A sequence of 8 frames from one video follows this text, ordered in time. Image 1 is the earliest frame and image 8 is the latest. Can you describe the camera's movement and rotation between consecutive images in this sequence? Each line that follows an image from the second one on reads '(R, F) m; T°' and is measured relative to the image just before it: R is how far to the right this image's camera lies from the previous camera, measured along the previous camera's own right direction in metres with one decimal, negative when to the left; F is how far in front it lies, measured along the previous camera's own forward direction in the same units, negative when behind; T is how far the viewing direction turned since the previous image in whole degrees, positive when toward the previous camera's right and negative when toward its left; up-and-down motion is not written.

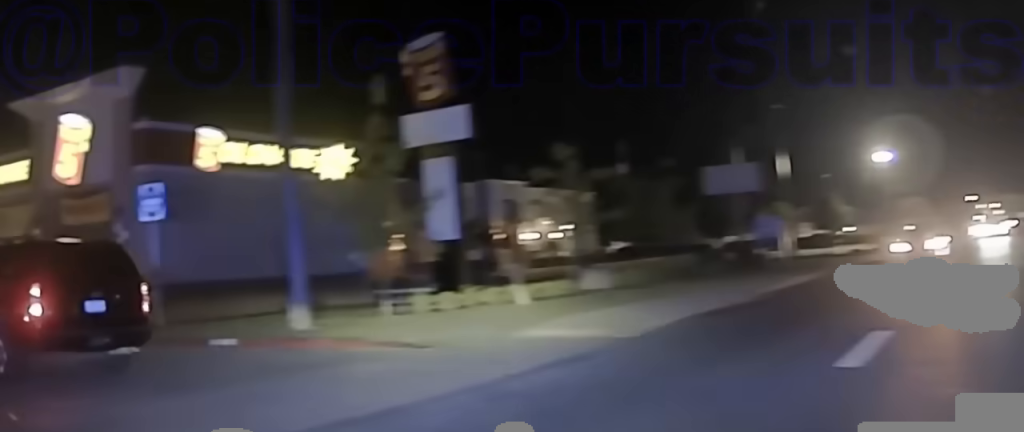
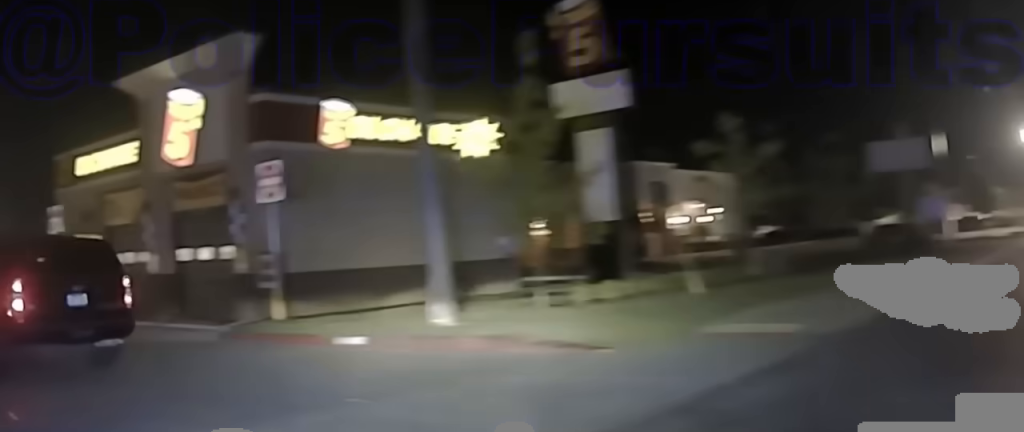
(0.0, +2.7) m; -10°
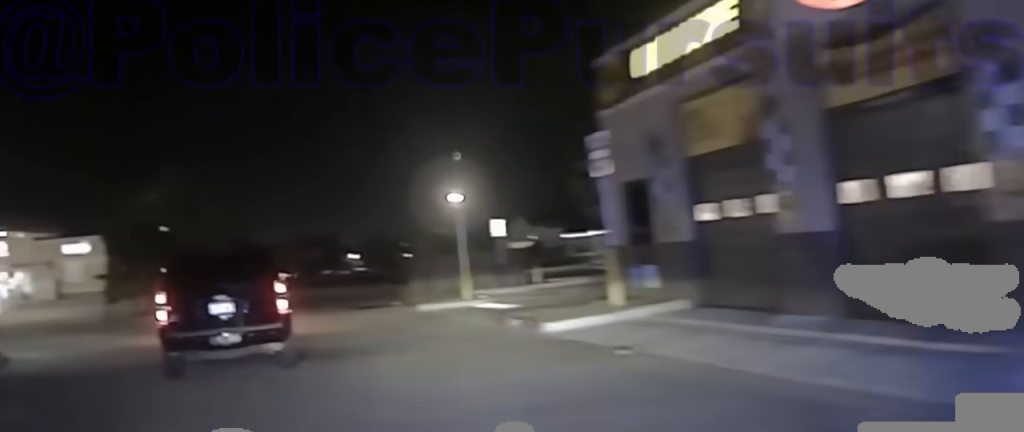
(-3.4, +12.4) m; -23°
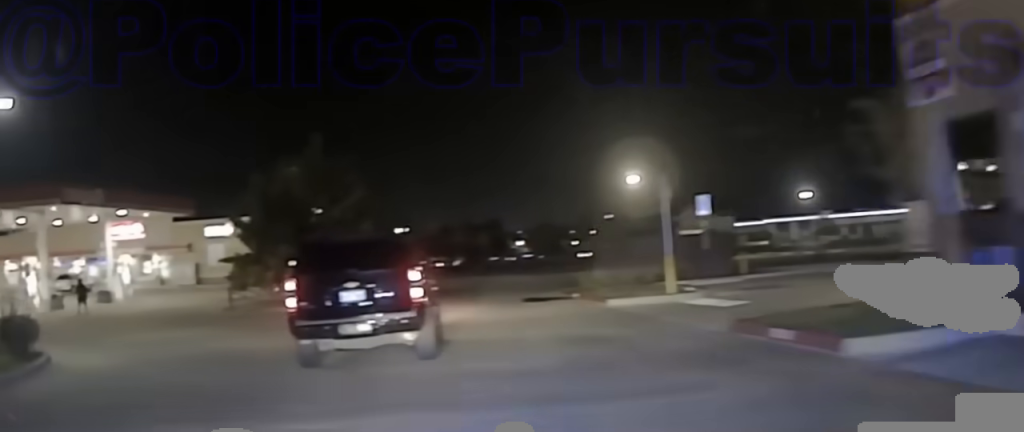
(-0.6, +7.1) m; -4°
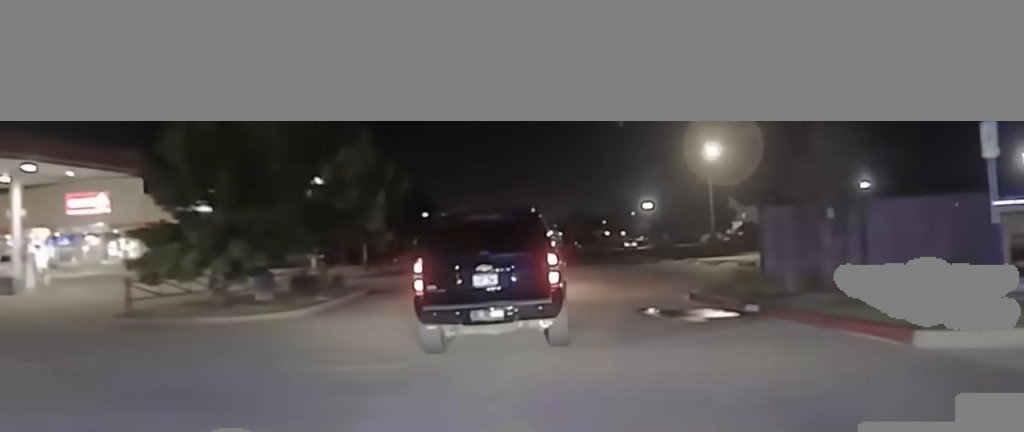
(+0.4, +14.0) m; +4°
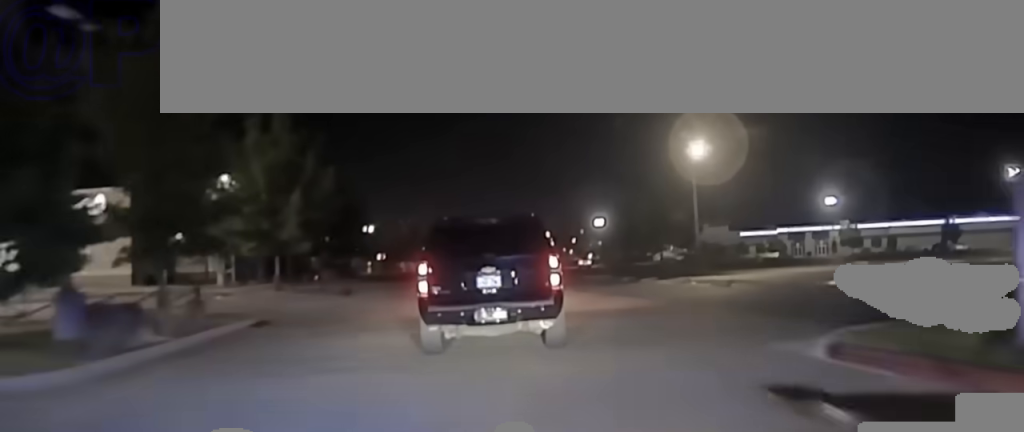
(+0.2, +10.4) m; +2°
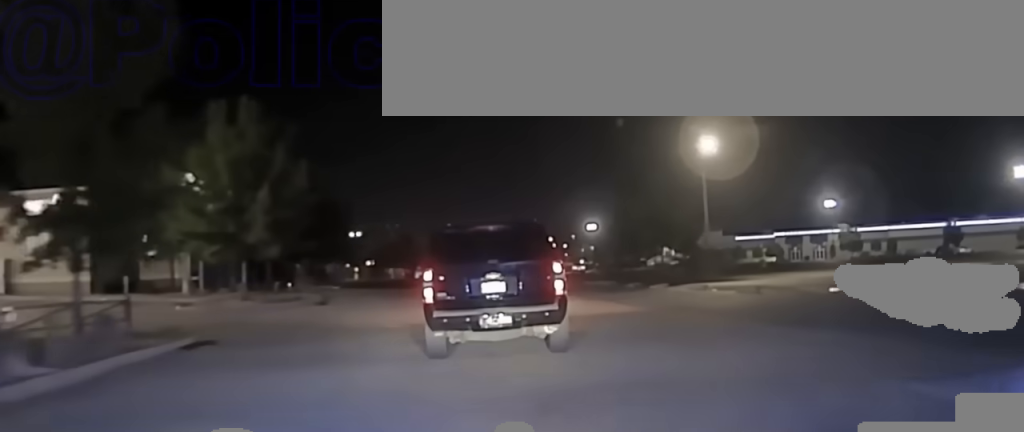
(0.0, +4.5) m; 0°
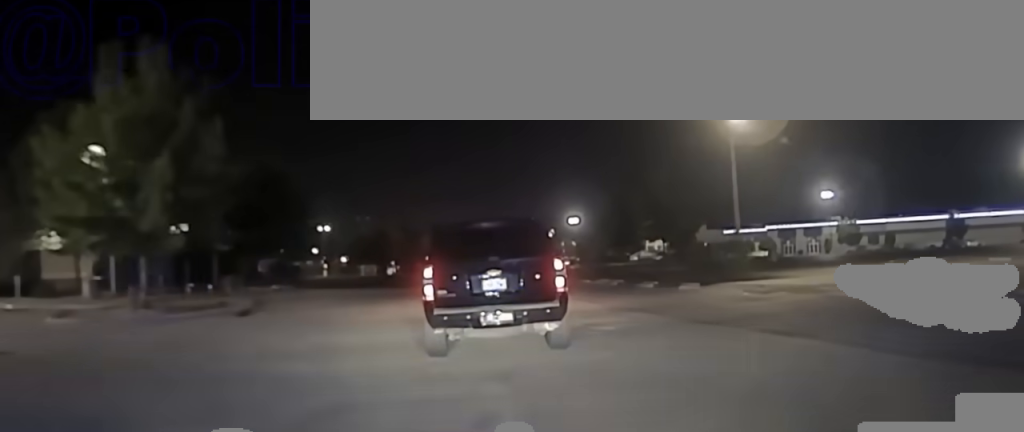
(+0.1, +8.7) m; +2°
